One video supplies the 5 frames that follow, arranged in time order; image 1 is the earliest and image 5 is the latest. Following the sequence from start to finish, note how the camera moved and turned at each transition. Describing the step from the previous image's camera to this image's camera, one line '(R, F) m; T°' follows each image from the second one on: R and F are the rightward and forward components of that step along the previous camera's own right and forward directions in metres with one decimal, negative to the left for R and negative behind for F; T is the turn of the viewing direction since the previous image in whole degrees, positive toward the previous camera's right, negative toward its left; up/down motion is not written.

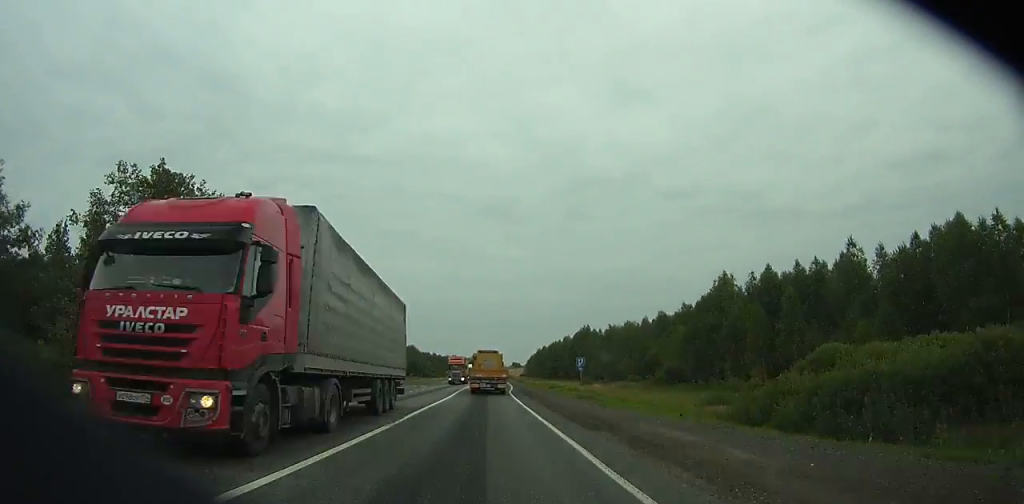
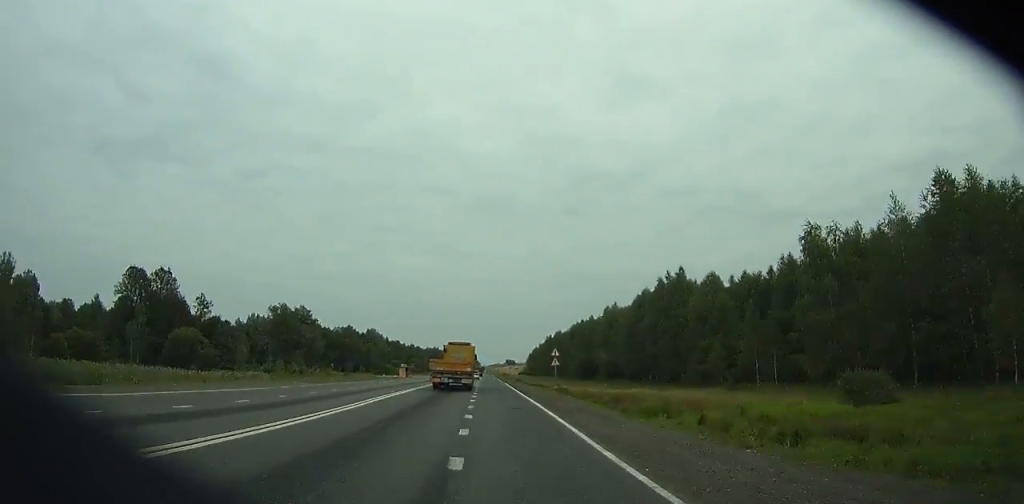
(-1.4, +102.2) m; 0°
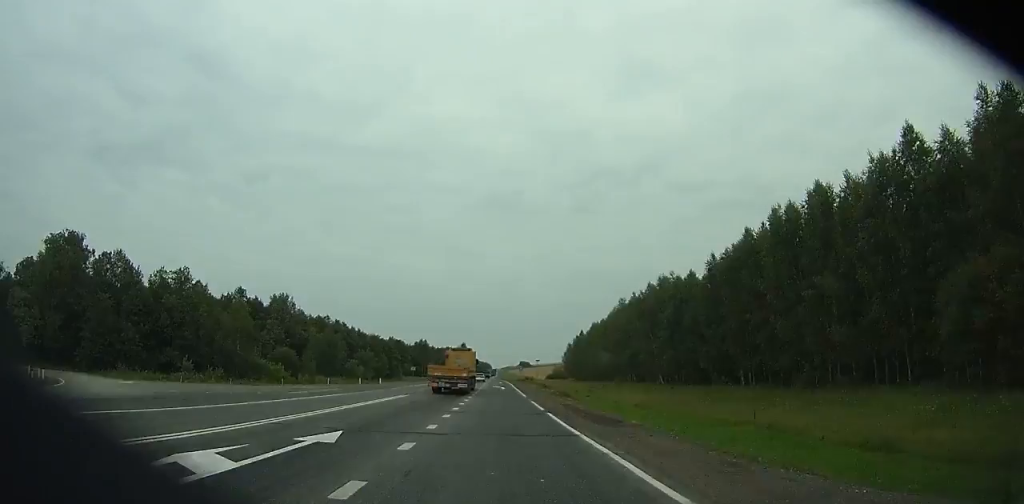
(0.0, +128.1) m; 0°
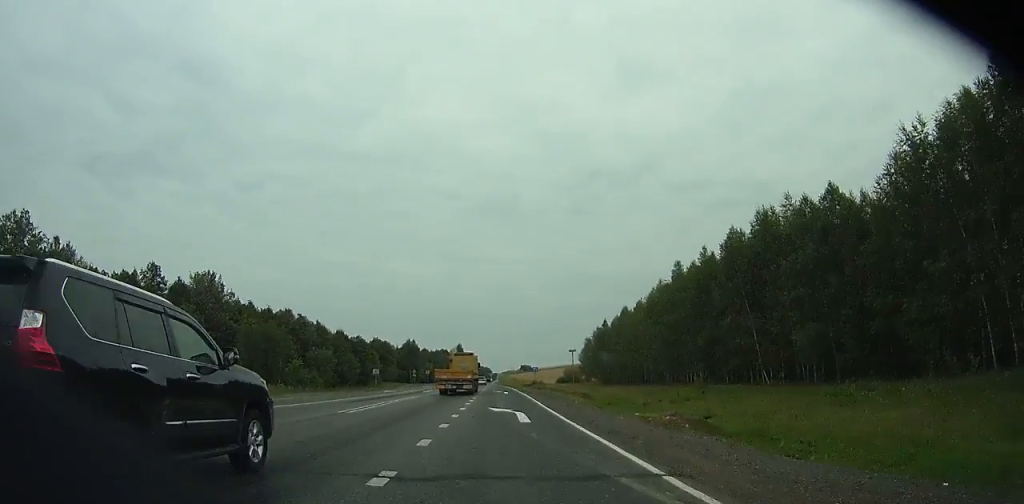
(-0.1, +39.5) m; 0°
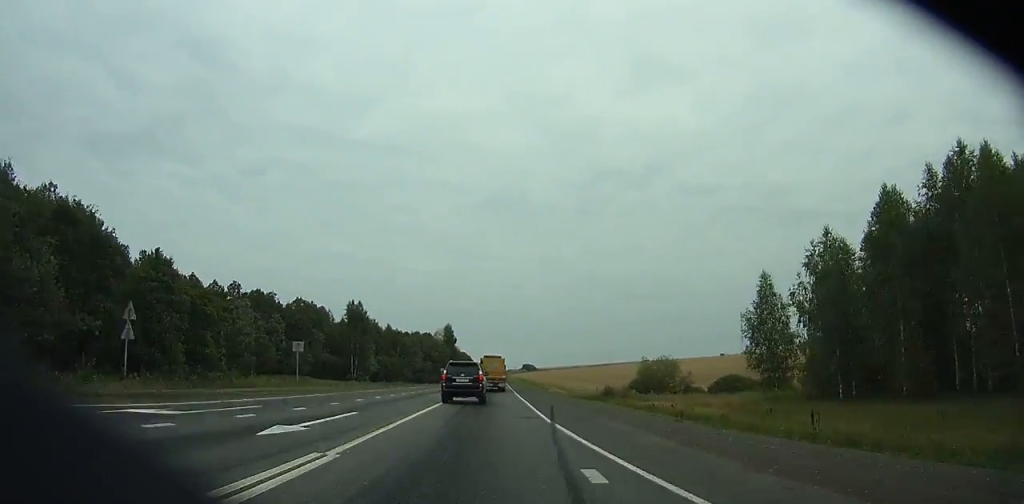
(-1.3, +103.8) m; -1°
